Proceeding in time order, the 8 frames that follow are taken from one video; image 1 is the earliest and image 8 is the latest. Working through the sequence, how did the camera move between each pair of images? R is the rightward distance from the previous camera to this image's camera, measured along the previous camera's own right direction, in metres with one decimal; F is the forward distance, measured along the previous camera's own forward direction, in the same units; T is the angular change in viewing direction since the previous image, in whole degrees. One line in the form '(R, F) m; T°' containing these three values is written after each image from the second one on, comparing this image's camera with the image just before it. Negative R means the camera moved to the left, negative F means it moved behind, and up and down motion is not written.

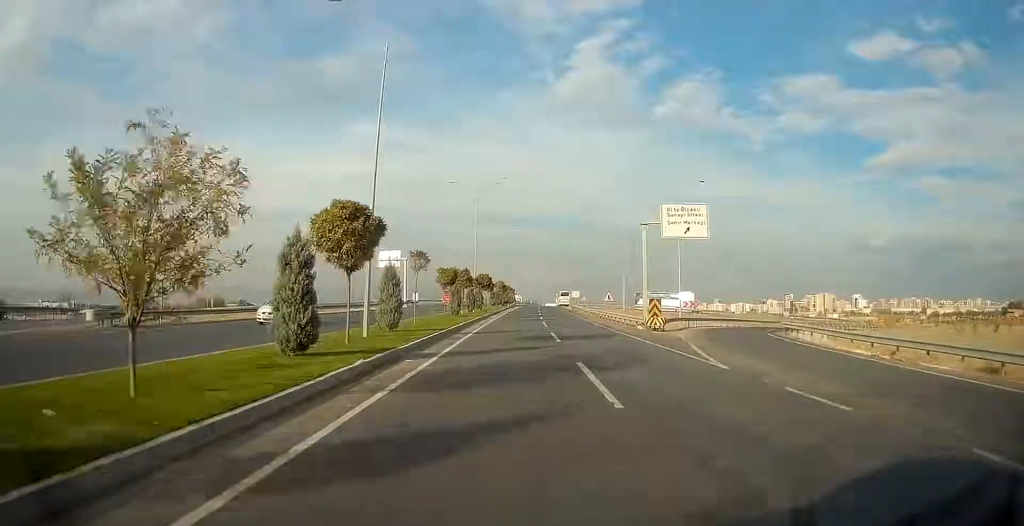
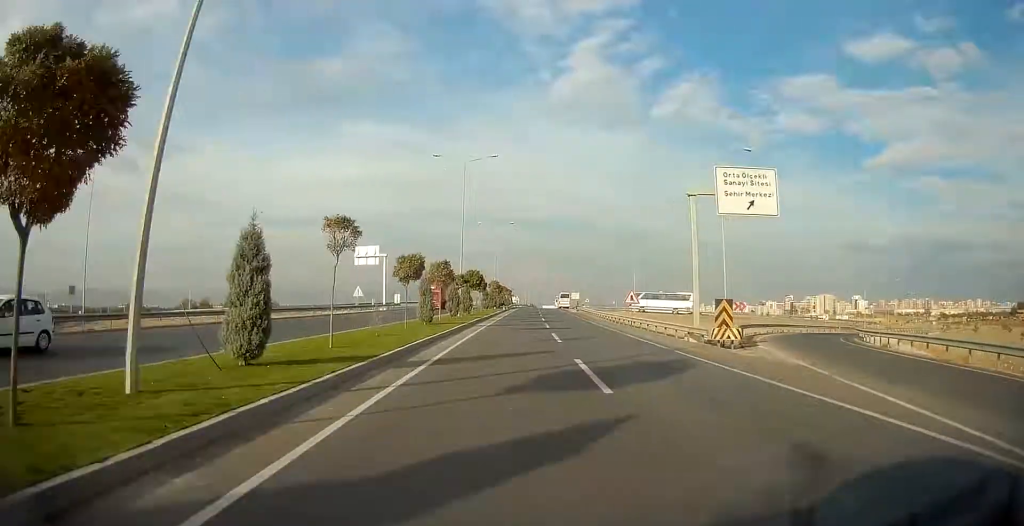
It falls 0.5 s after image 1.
(0.0, +12.7) m; 0°
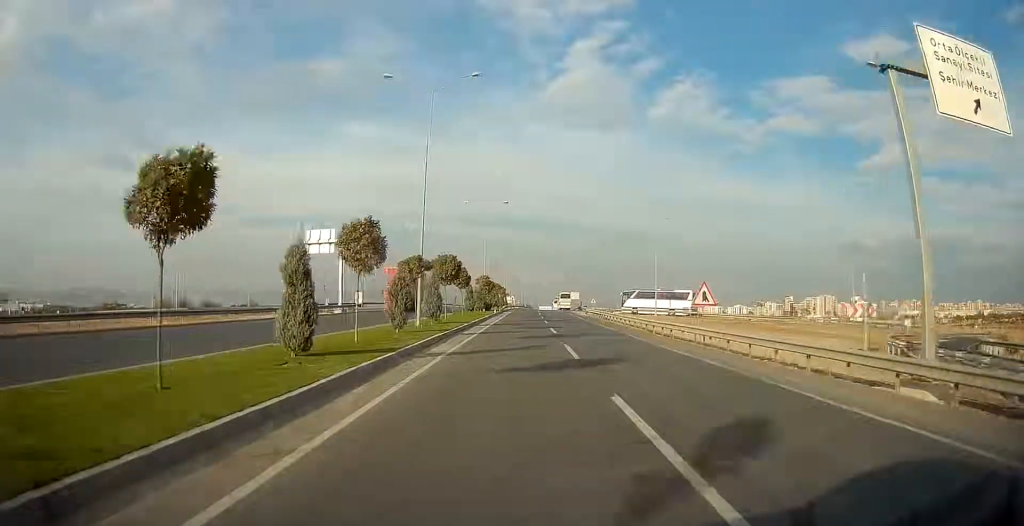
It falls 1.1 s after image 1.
(0.0, +17.4) m; 0°
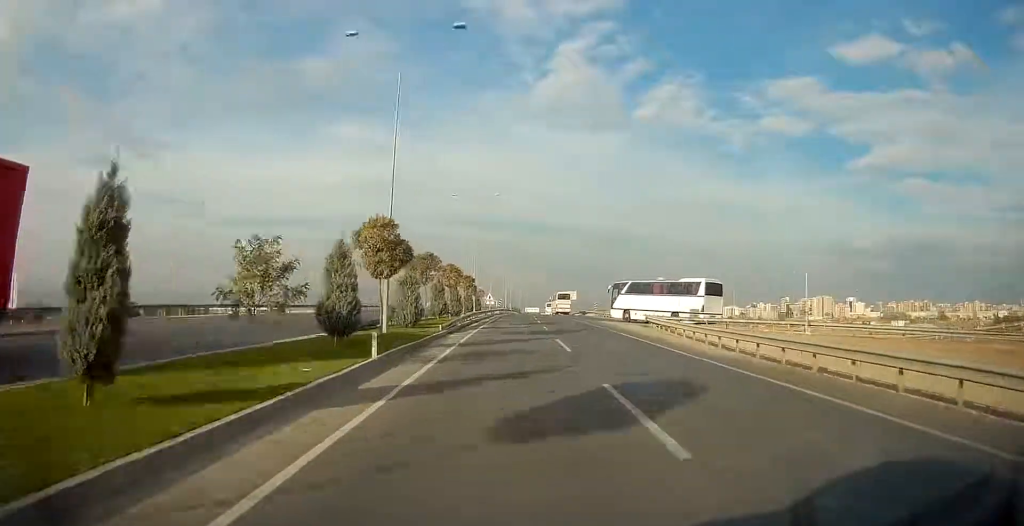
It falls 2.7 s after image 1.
(+0.5, +46.6) m; +1°
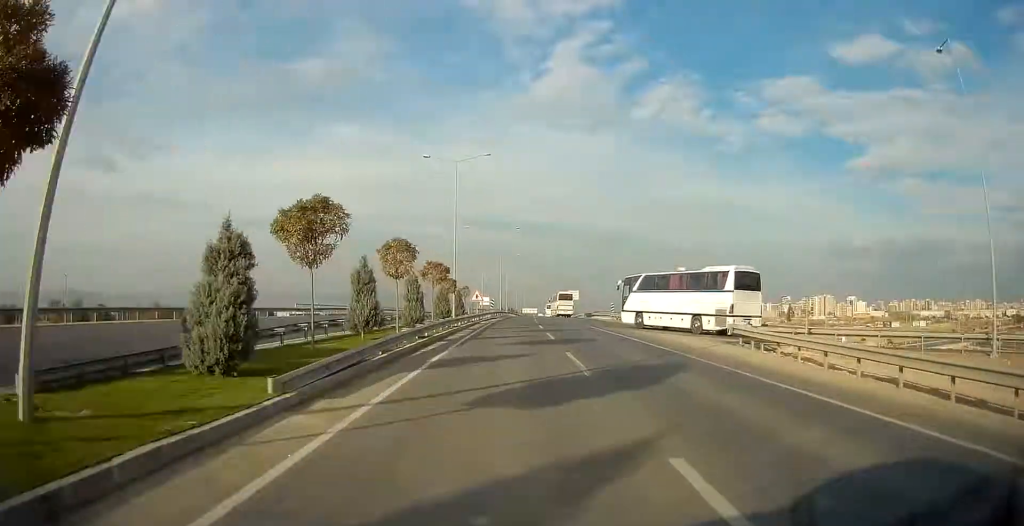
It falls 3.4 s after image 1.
(0.0, +18.0) m; 0°
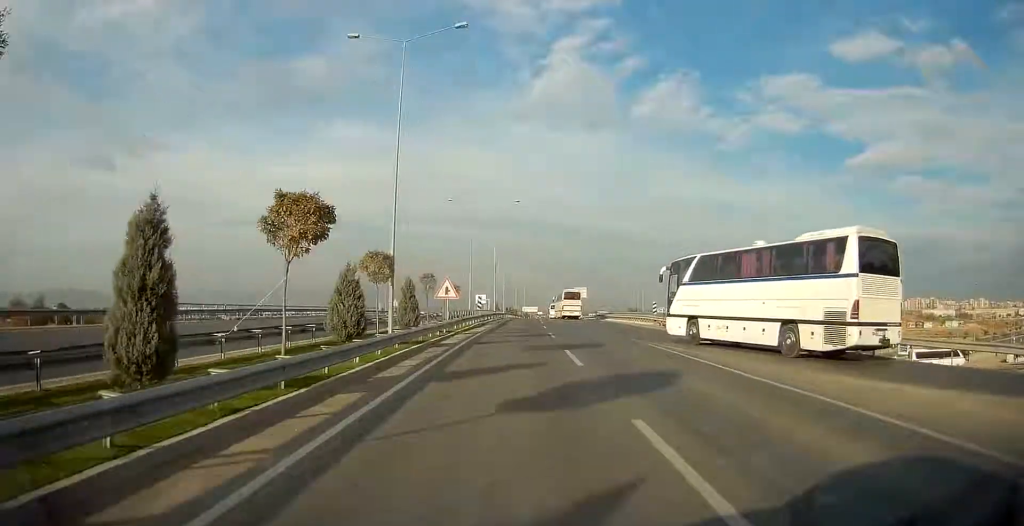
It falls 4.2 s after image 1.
(+0.1, +21.5) m; 0°
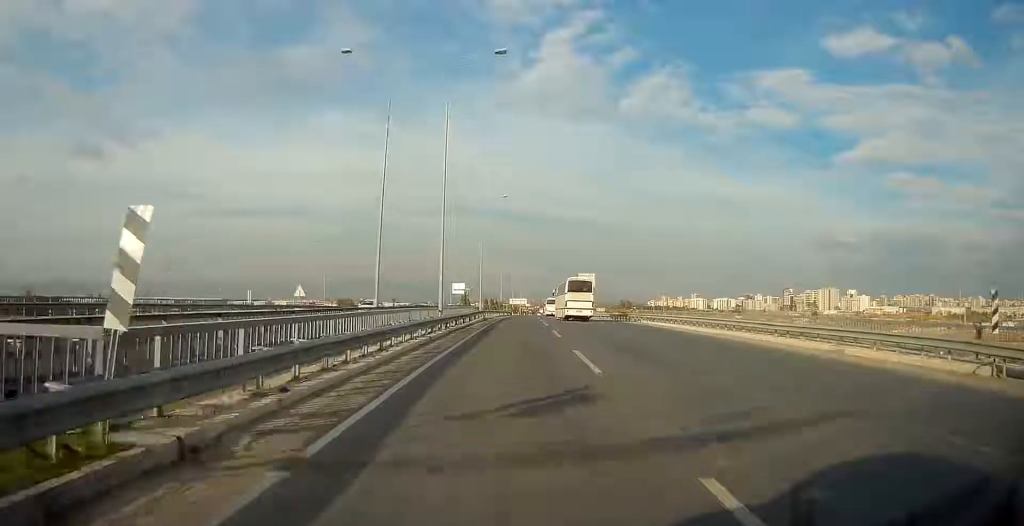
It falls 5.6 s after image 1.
(+0.2, +39.6) m; +1°
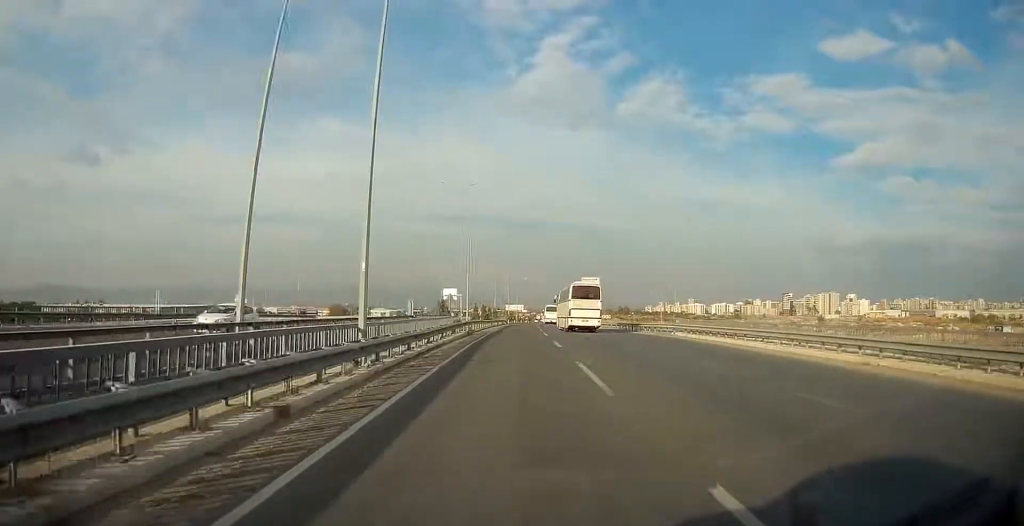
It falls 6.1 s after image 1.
(+0.1, +12.6) m; 0°
